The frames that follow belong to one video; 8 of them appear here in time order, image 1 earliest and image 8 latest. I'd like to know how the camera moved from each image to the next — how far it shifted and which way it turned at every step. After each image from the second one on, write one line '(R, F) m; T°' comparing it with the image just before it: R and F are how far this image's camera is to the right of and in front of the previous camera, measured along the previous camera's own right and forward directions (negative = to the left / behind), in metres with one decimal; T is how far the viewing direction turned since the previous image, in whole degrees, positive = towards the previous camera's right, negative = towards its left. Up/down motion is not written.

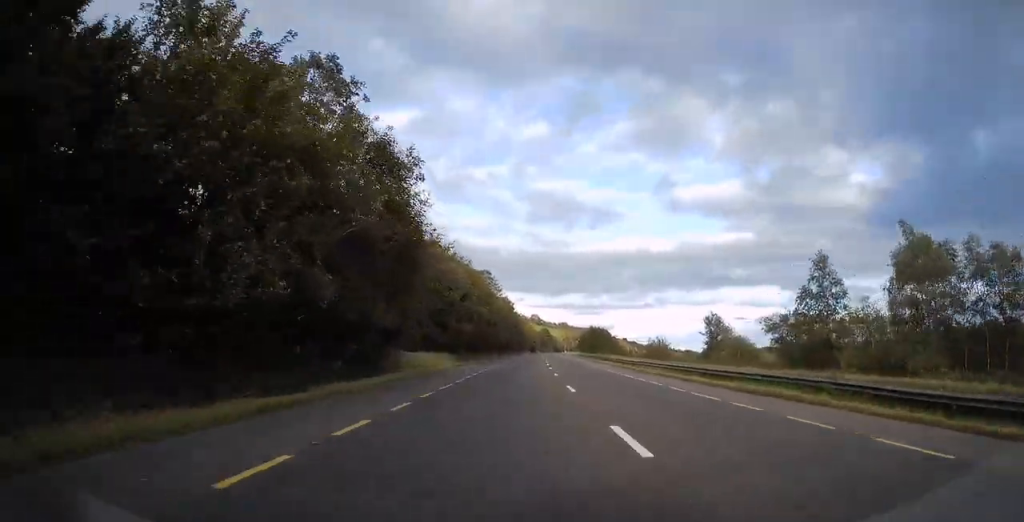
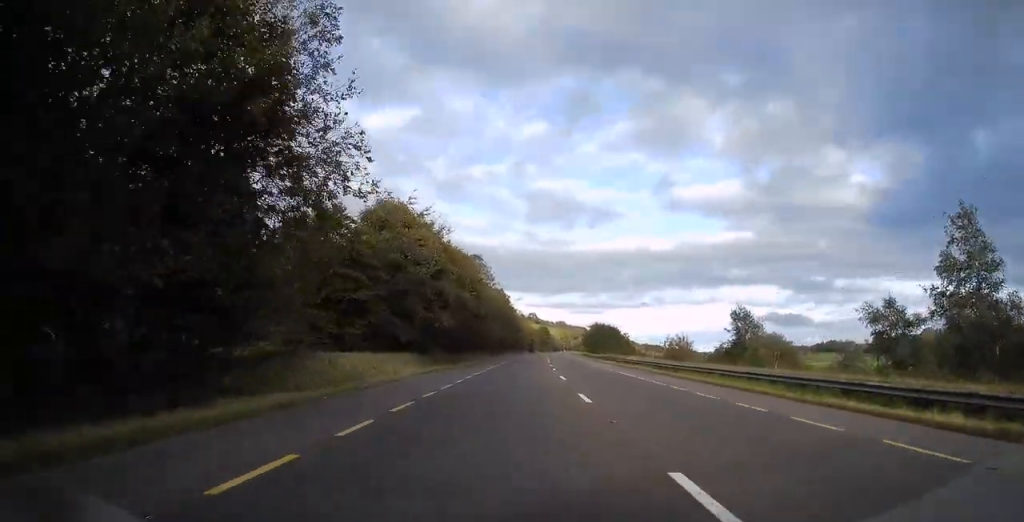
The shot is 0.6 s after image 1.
(+0.1, +14.8) m; +1°
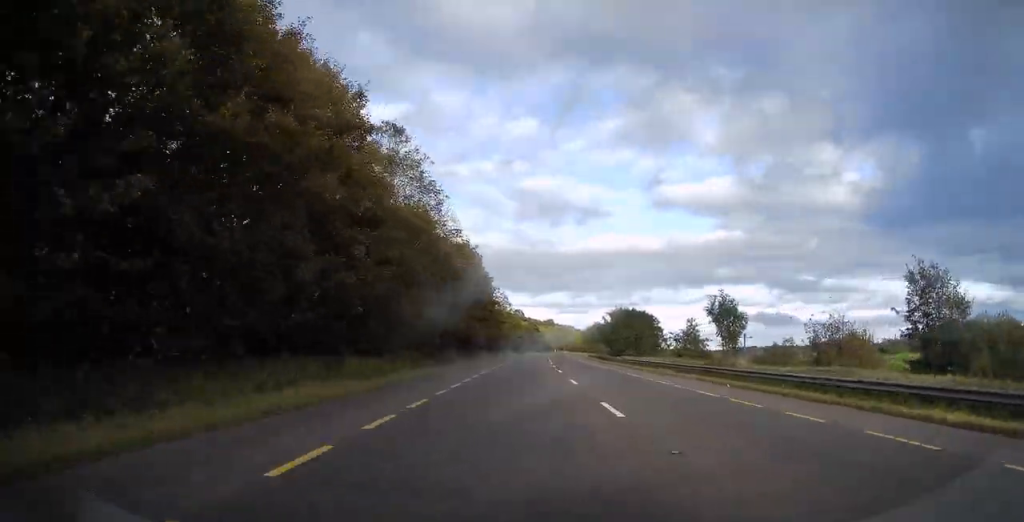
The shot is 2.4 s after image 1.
(+0.5, +53.4) m; +1°
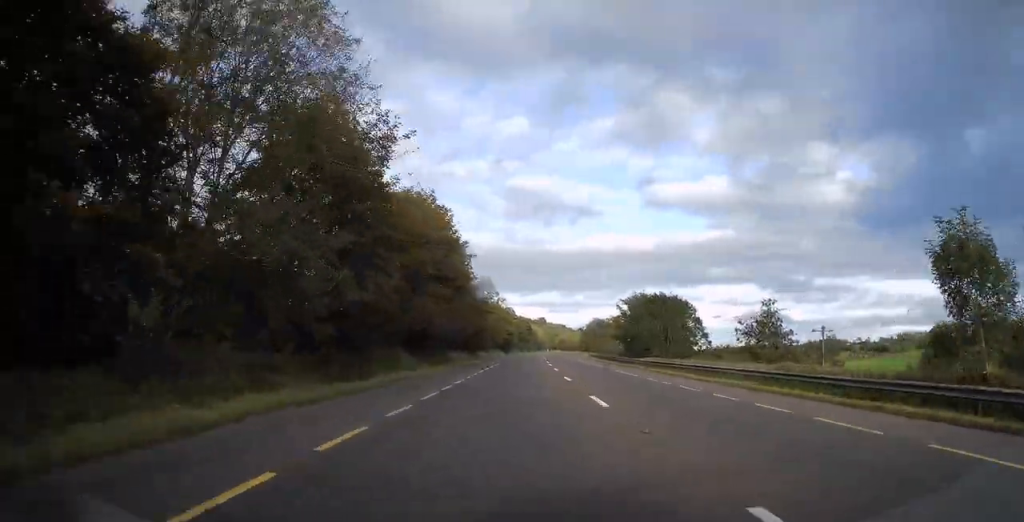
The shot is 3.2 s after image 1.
(+0.1, +22.1) m; 0°
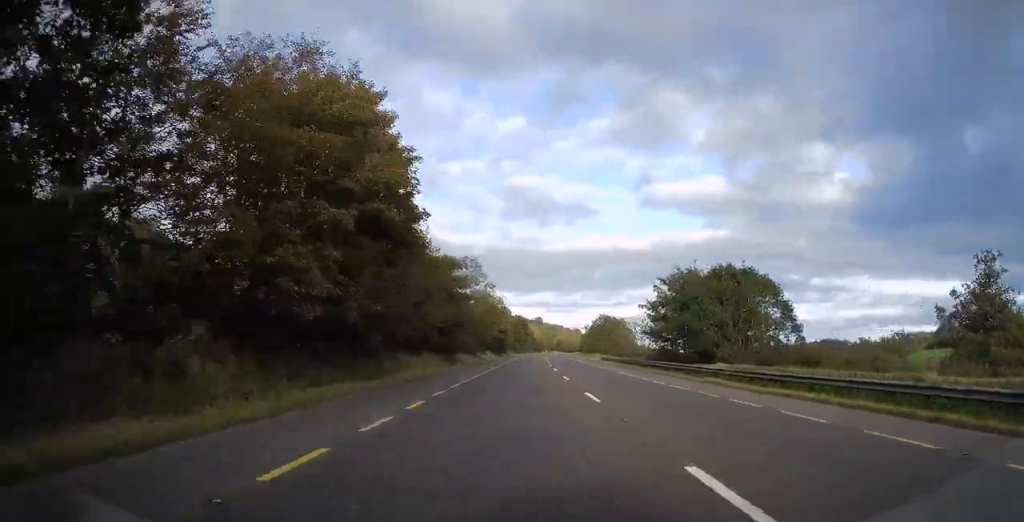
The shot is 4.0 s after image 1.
(+0.1, +23.2) m; 0°
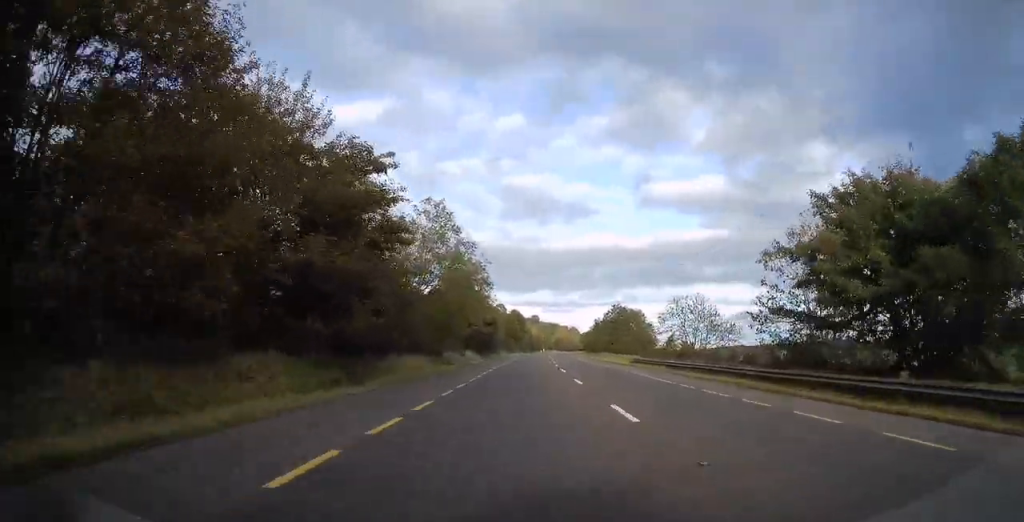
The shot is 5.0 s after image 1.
(+0.1, +32.0) m; +1°
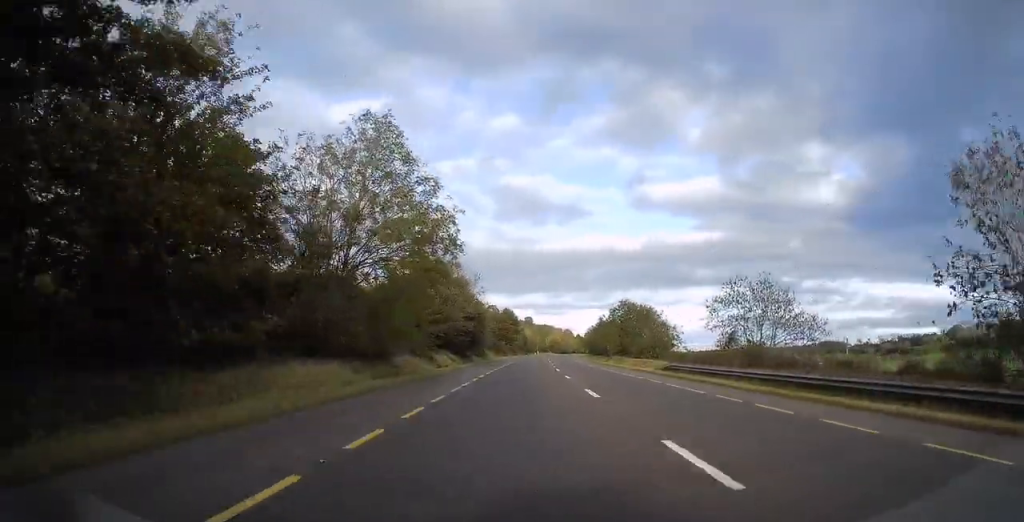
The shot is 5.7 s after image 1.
(0.0, +18.8) m; 0°
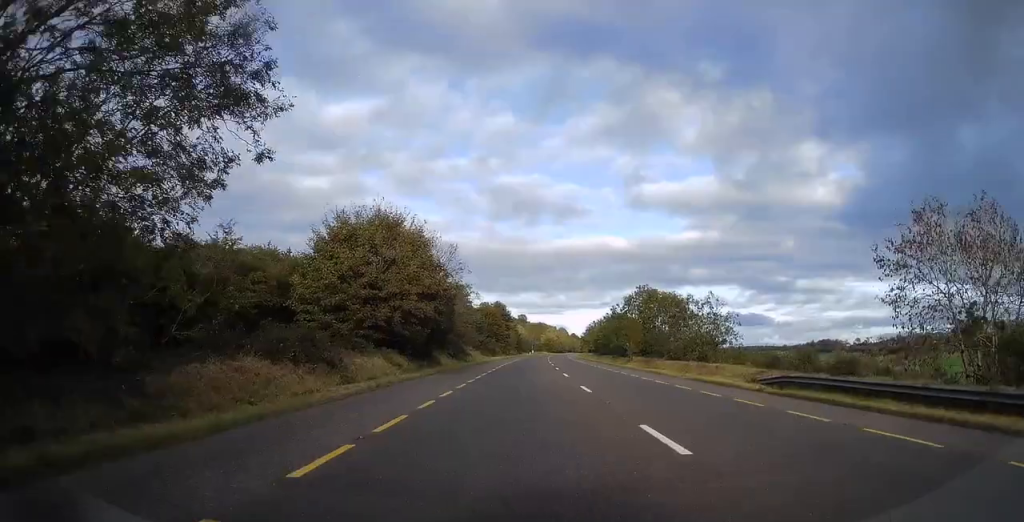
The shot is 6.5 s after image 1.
(+0.1, +23.0) m; +1°
